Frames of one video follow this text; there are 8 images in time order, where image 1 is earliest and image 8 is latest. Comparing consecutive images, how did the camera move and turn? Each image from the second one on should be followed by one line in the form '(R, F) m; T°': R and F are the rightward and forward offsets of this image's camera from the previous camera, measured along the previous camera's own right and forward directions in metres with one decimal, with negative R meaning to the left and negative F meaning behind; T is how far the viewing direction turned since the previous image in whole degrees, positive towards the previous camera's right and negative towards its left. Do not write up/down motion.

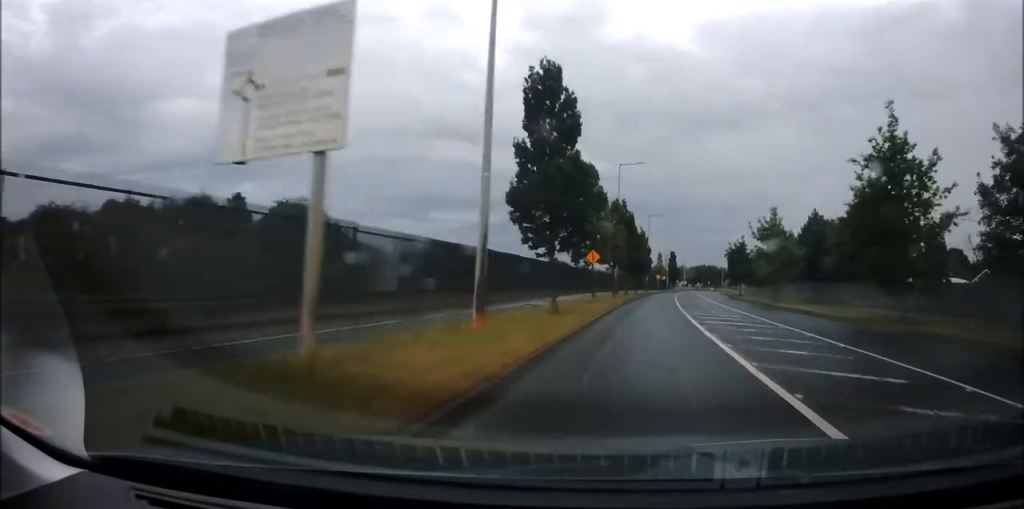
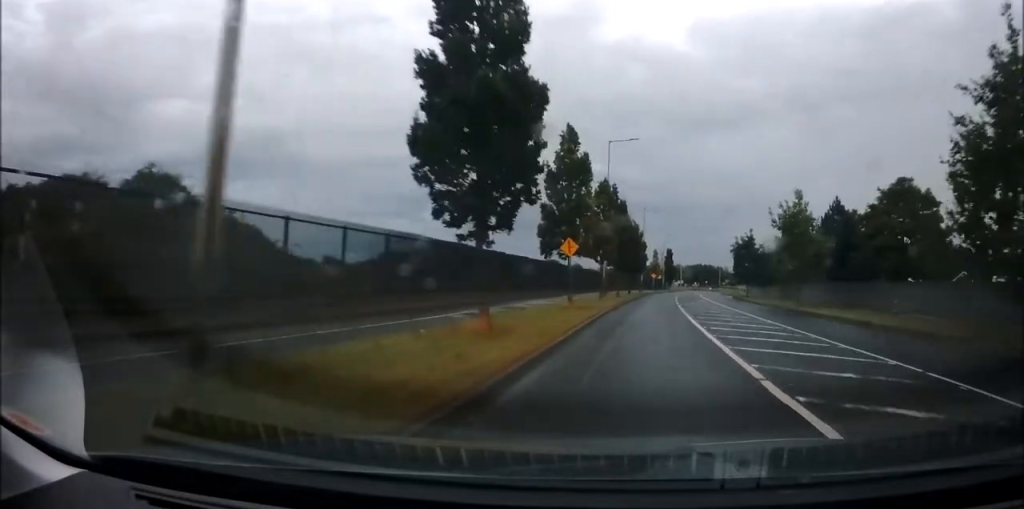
(0.0, +8.6) m; +1°
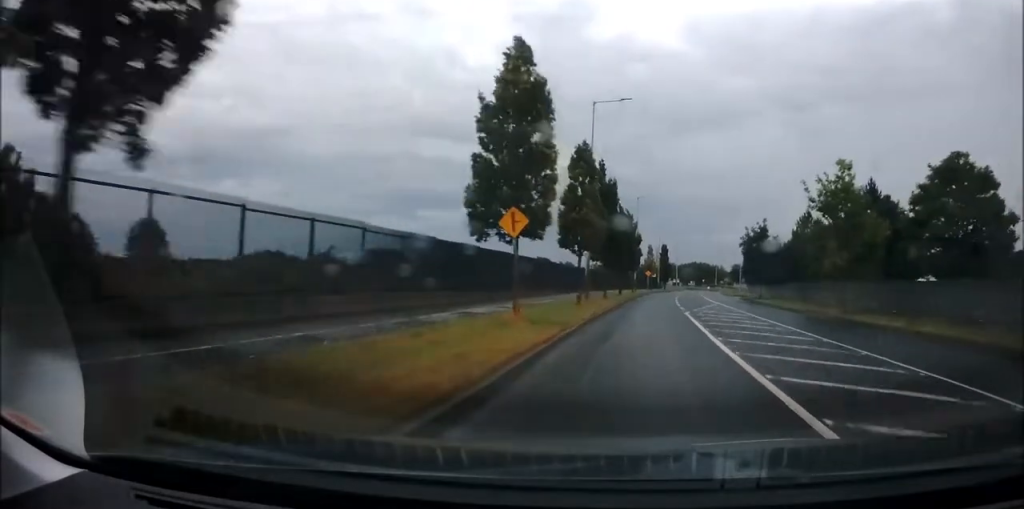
(+0.1, +9.5) m; +1°
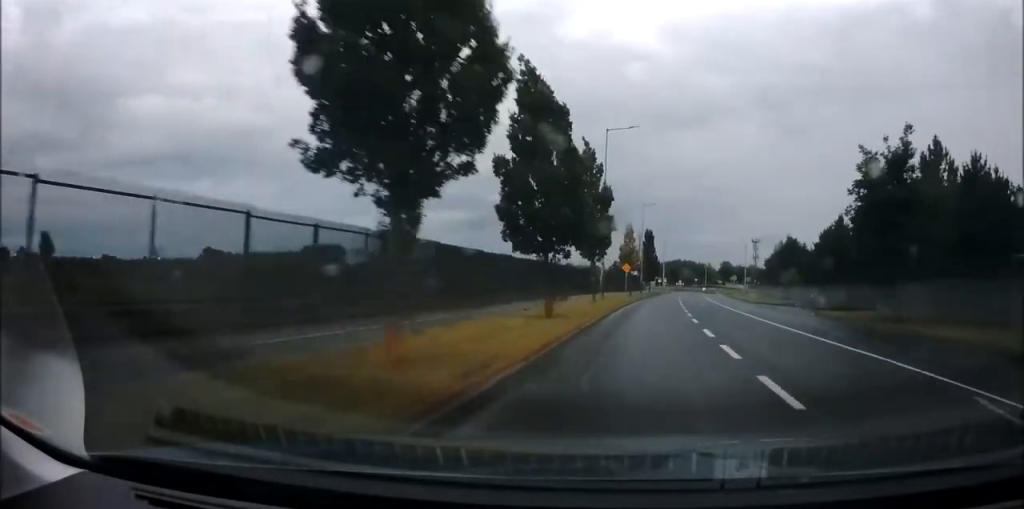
(+0.1, +31.9) m; +1°
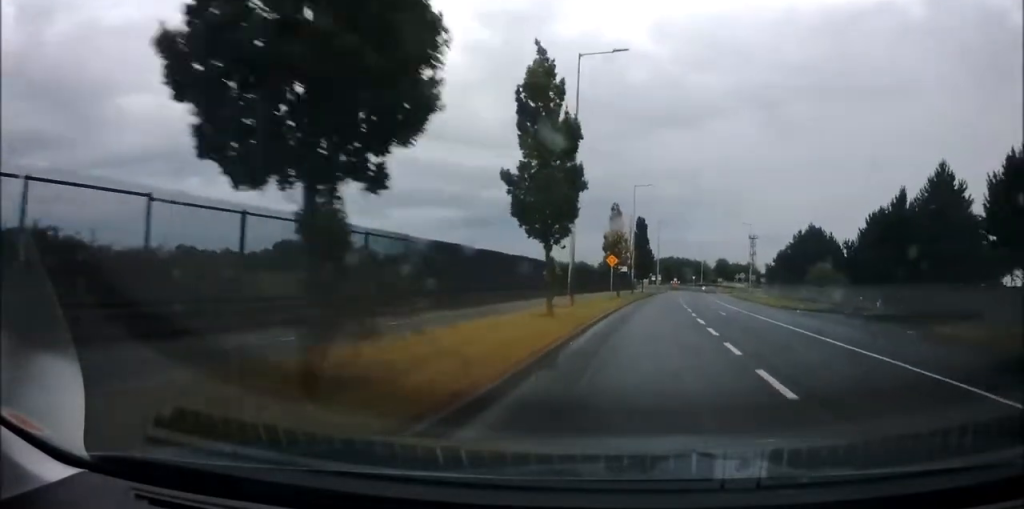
(+0.2, +13.4) m; +2°
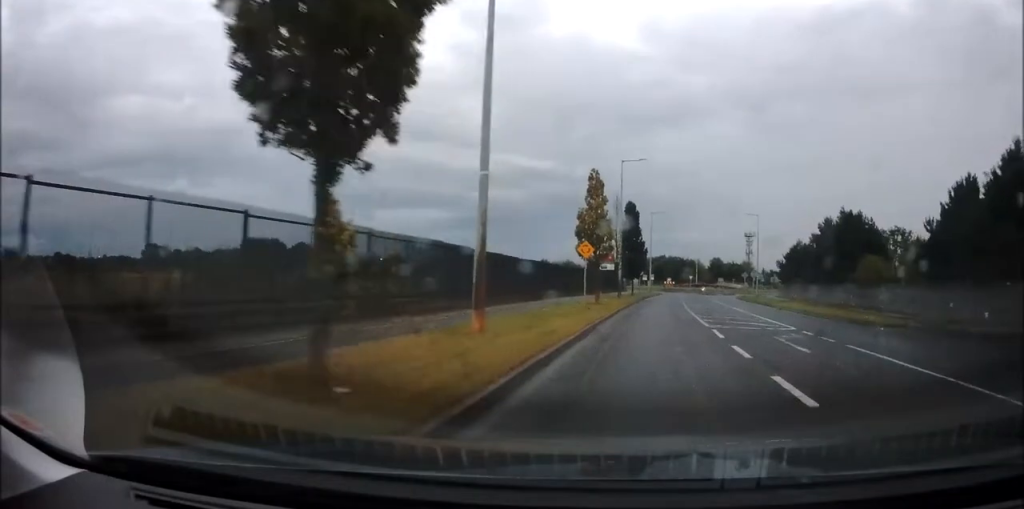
(+0.2, +13.2) m; +1°
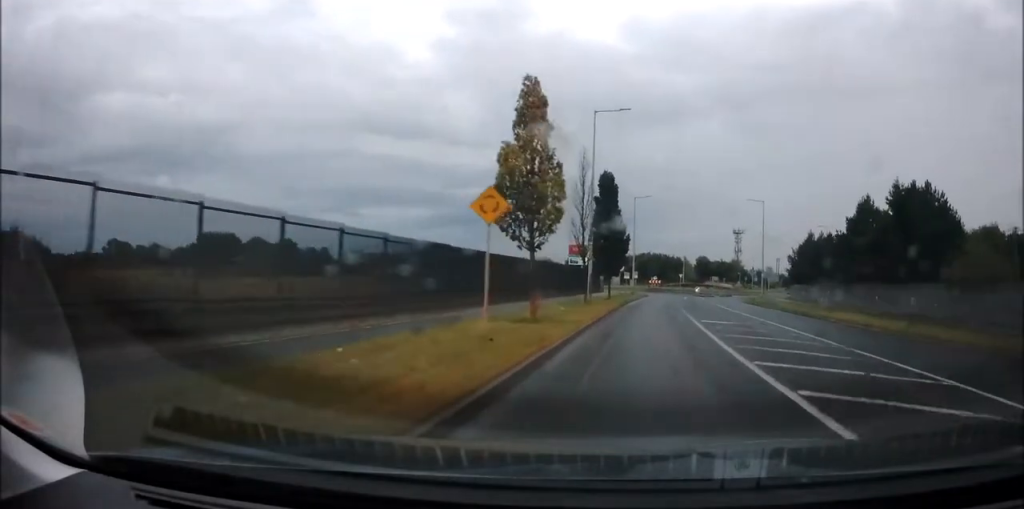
(+0.1, +14.4) m; +1°
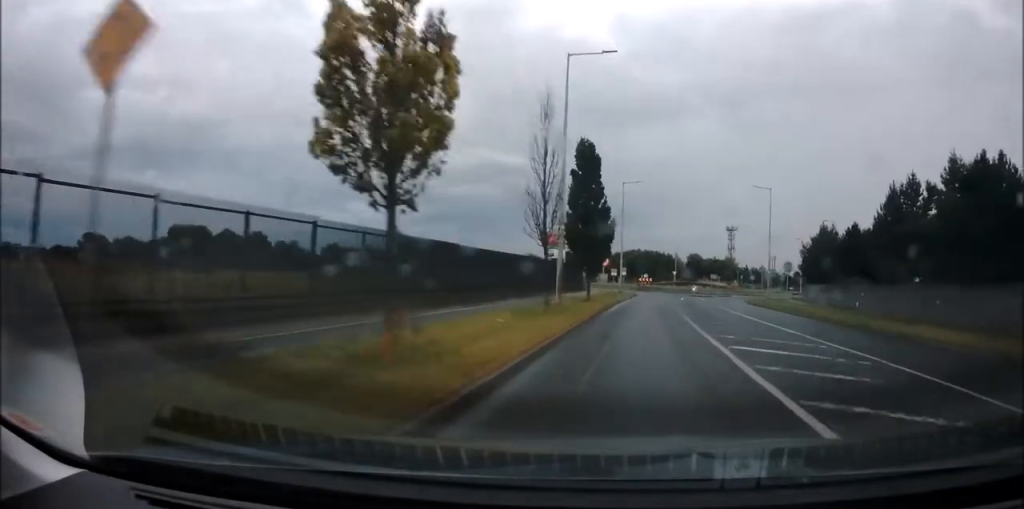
(0.0, +8.9) m; +1°
